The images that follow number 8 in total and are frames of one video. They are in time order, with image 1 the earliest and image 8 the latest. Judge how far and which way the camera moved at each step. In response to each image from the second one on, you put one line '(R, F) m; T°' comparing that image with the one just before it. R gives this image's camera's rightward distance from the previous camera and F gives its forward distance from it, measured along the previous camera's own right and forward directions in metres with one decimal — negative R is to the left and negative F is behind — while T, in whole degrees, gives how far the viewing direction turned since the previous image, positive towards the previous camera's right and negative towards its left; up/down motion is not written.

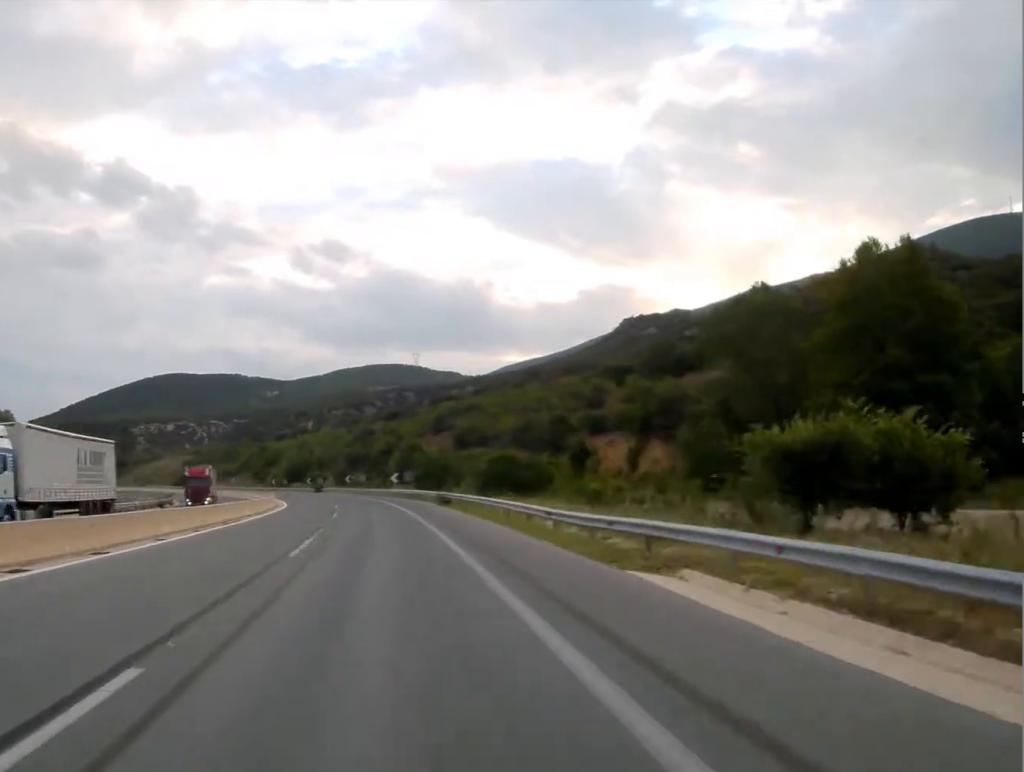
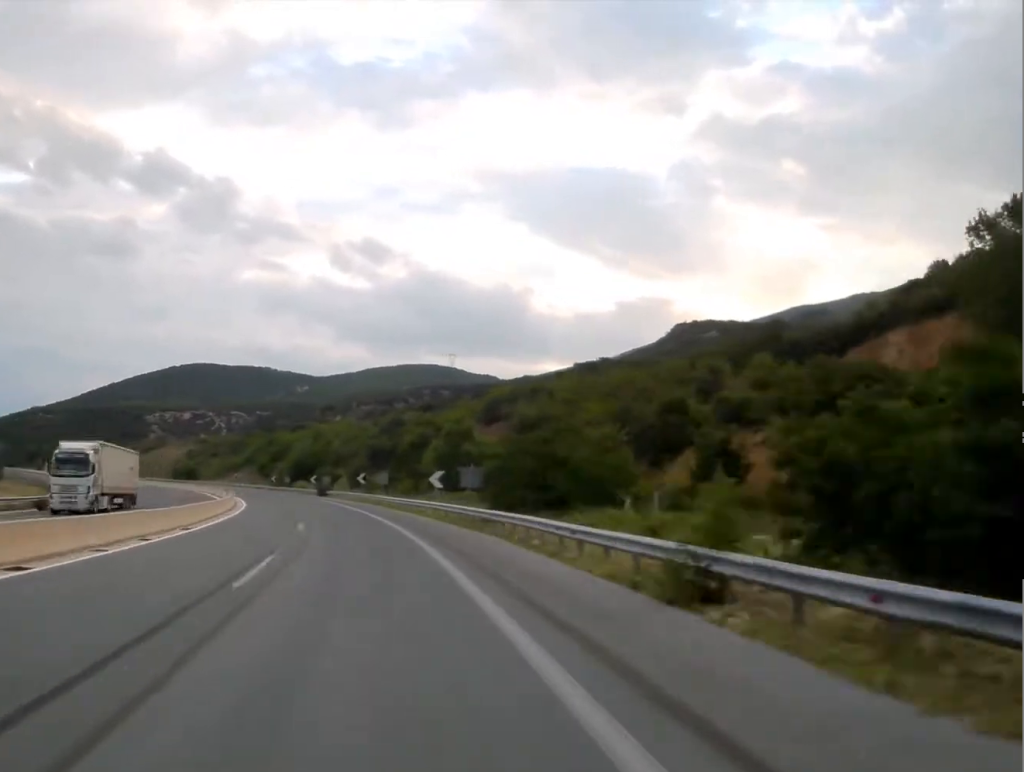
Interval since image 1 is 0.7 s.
(-0.4, +41.3) m; -2°
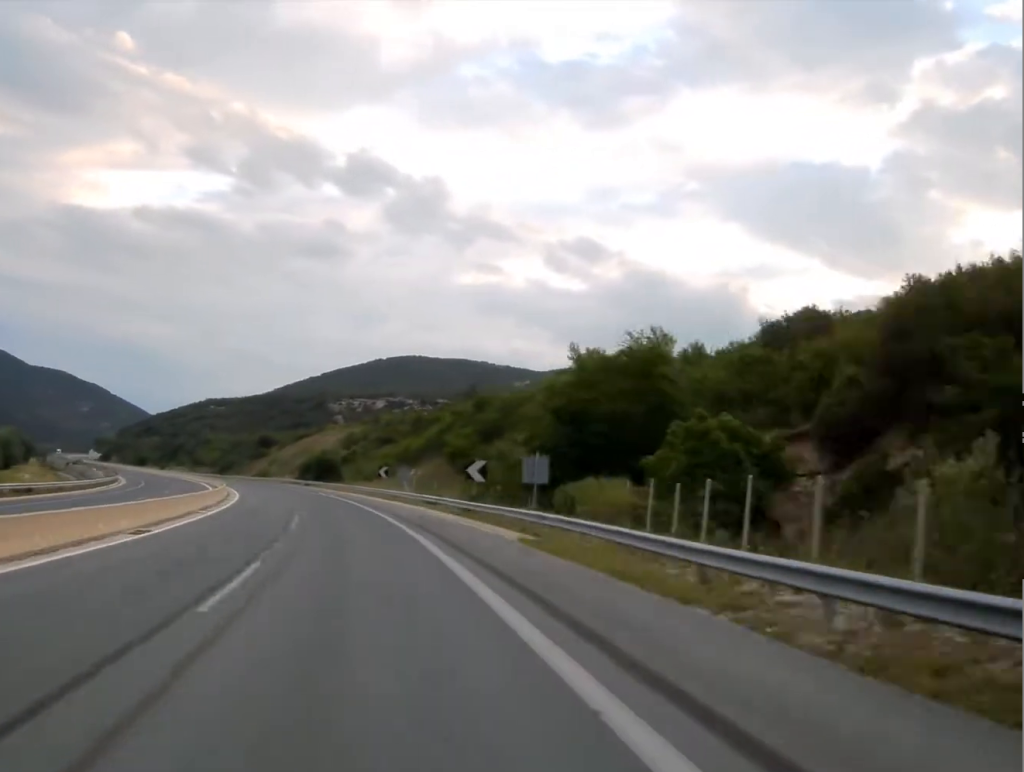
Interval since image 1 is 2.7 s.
(-9.7, +113.9) m; -12°
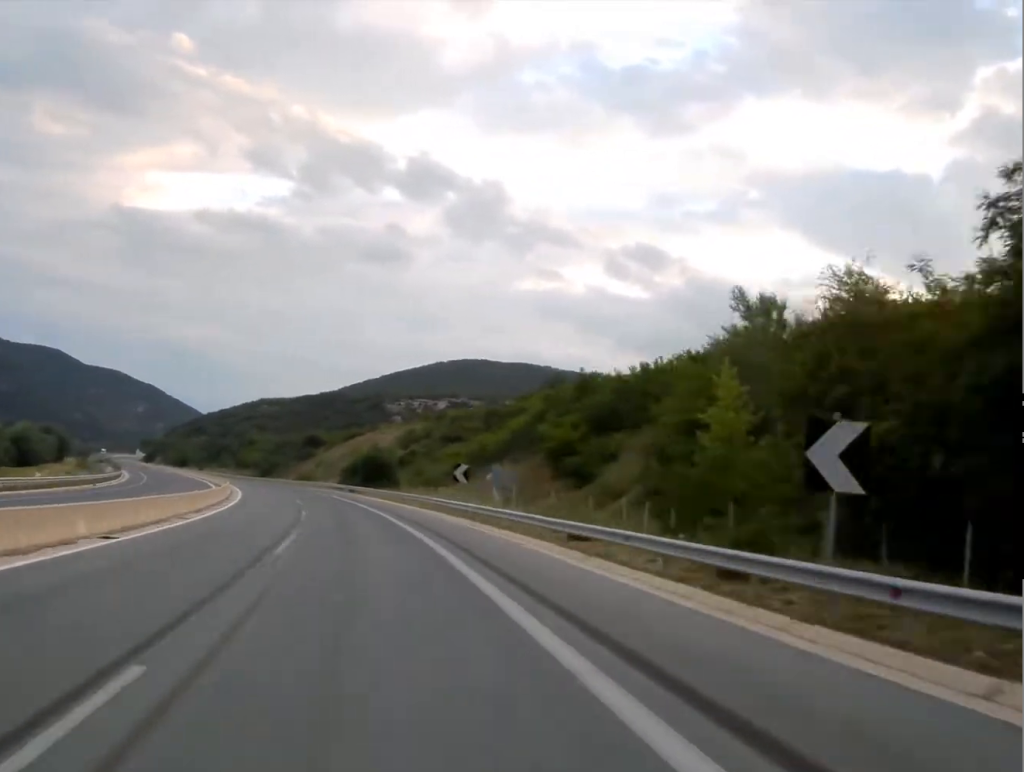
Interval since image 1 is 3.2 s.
(-0.7, +28.6) m; -4°
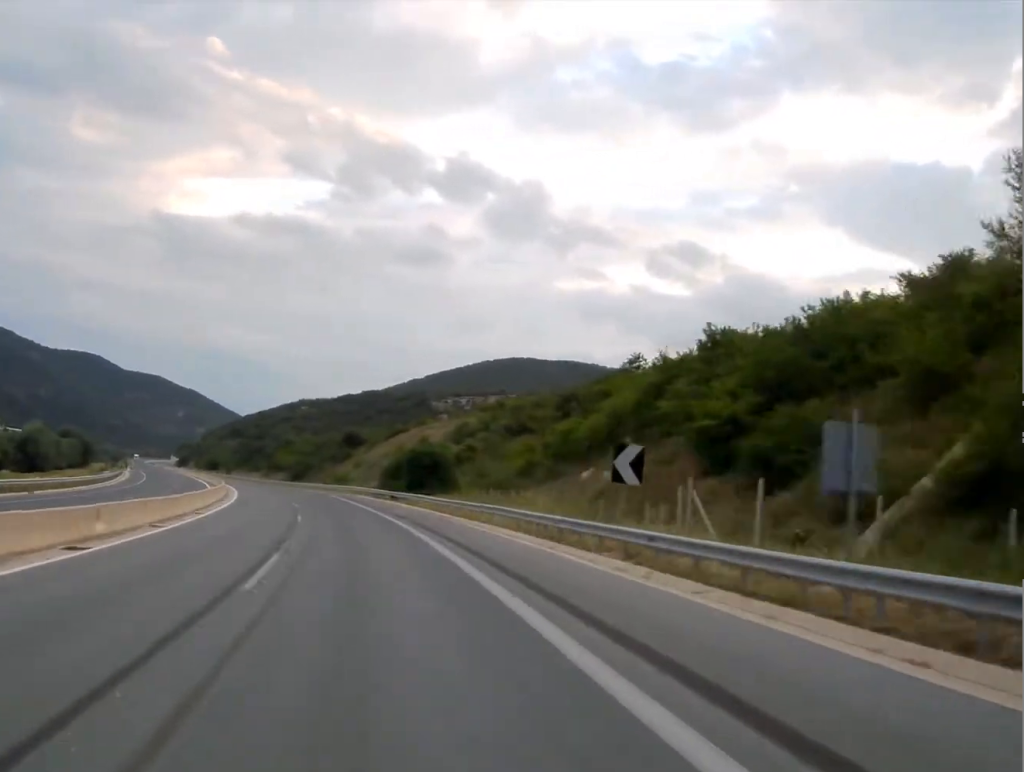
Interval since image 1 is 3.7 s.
(-0.8, +25.0) m; -3°
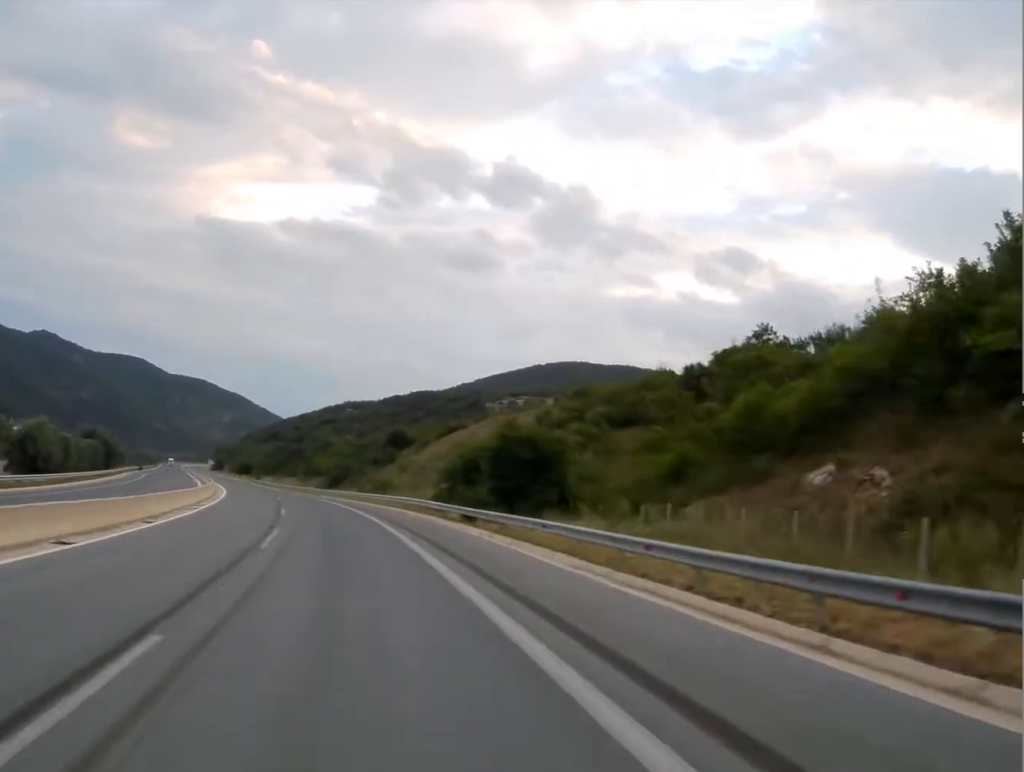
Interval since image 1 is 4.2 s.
(-1.0, +29.2) m; -4°
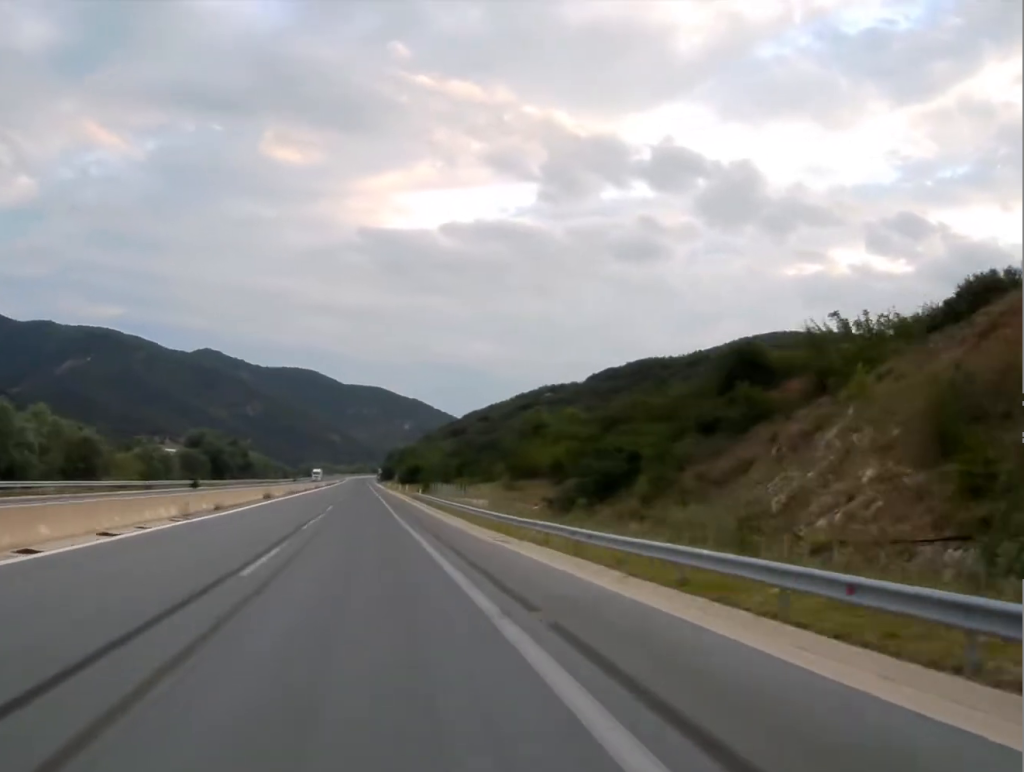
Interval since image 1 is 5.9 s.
(-11.6, +98.0) m; -12°
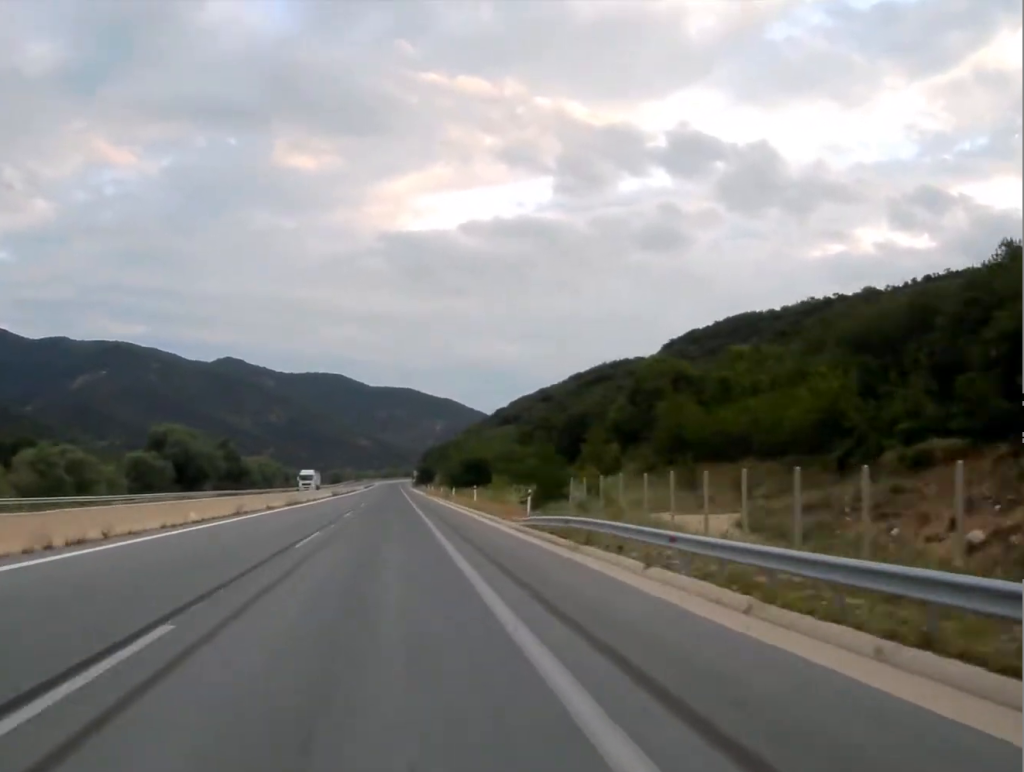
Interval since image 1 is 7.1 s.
(-2.9, +67.0) m; -3°
